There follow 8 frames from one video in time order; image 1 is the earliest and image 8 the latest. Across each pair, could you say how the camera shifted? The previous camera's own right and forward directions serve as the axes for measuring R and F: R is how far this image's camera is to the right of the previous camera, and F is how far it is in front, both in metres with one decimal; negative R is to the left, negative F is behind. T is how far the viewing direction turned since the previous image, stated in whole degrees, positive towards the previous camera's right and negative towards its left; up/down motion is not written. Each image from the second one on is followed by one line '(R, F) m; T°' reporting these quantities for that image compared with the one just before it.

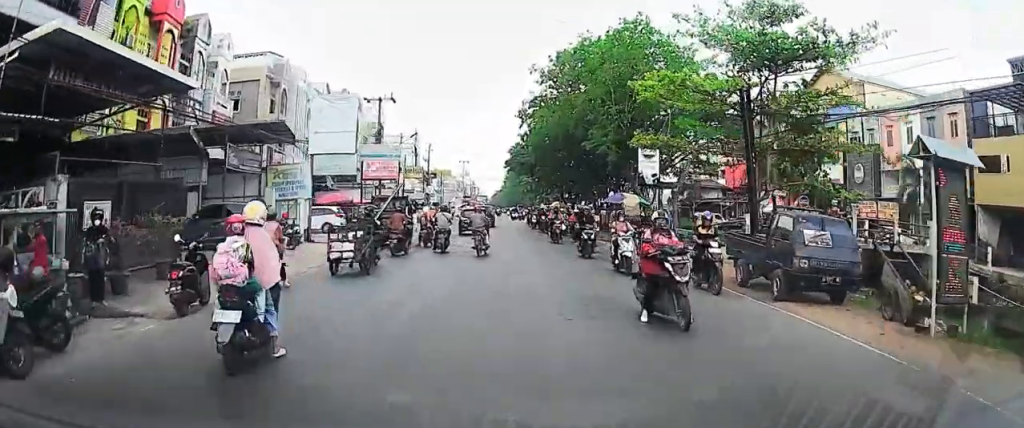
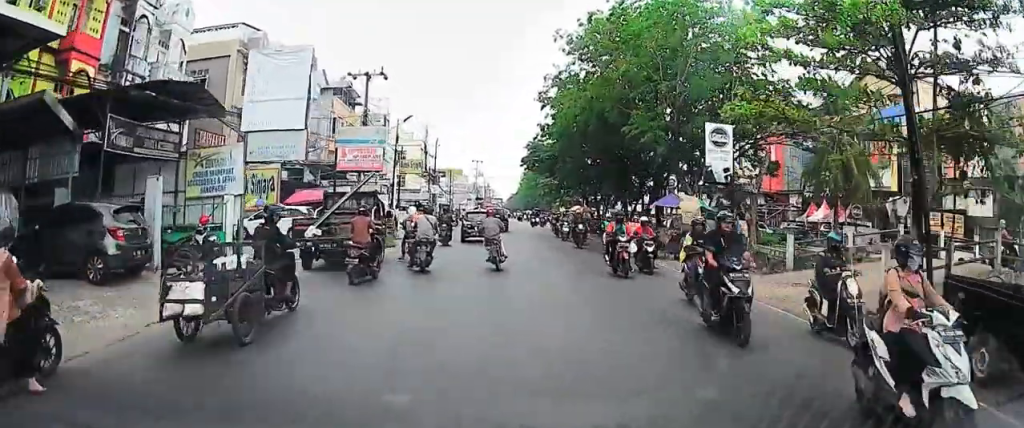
(0.0, +9.2) m; 0°
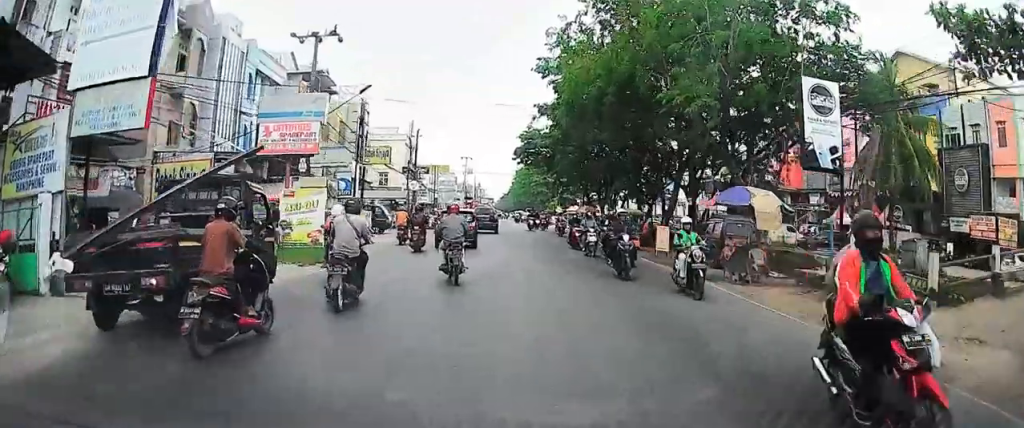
(0.0, +9.5) m; 0°
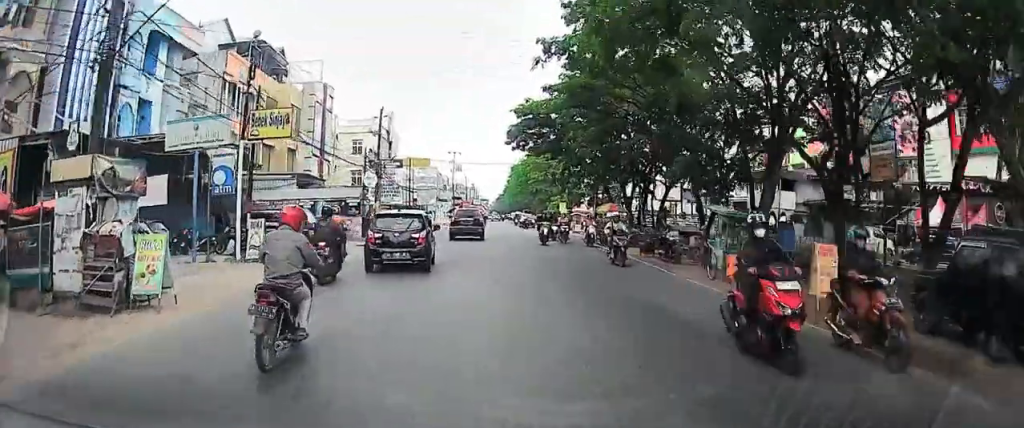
(0.0, +14.2) m; 0°
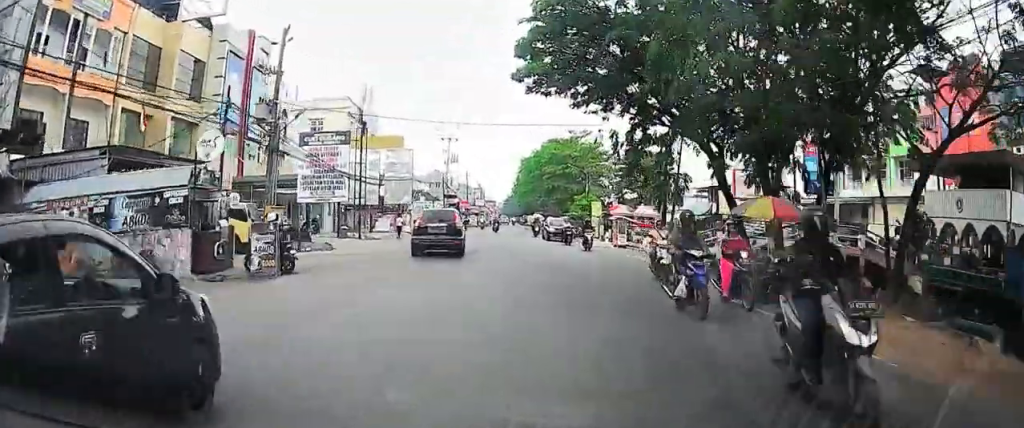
(-0.1, +20.1) m; -1°
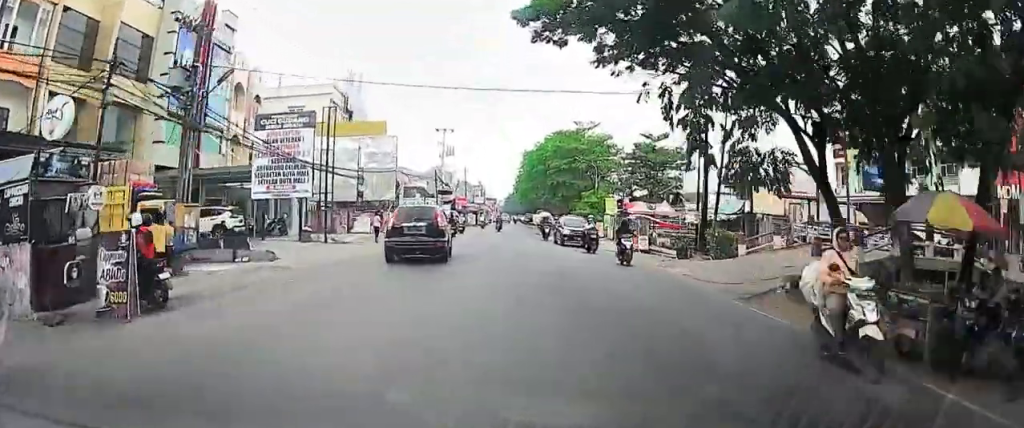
(0.0, +6.4) m; 0°
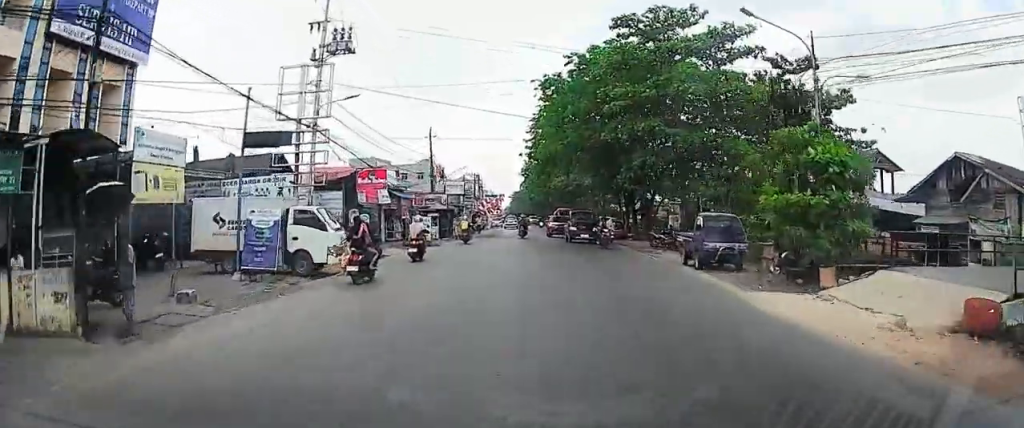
(0.0, +42.6) m; 0°
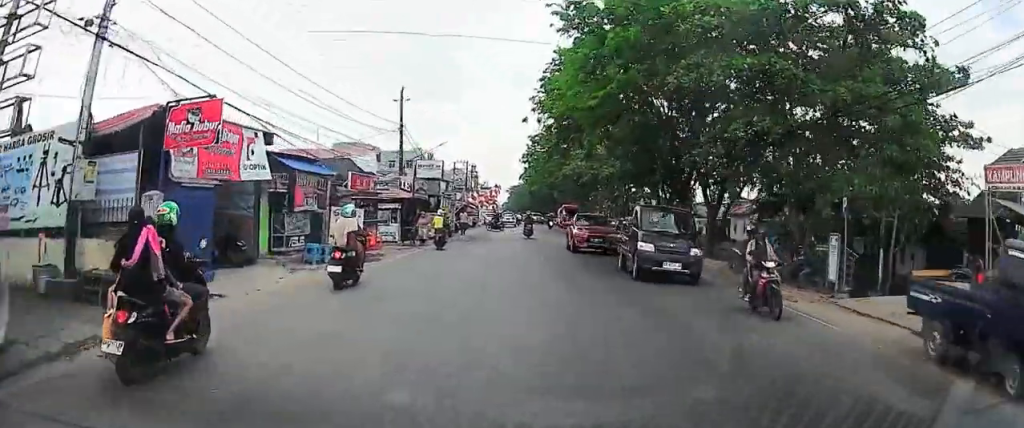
(0.0, +13.9) m; 0°
